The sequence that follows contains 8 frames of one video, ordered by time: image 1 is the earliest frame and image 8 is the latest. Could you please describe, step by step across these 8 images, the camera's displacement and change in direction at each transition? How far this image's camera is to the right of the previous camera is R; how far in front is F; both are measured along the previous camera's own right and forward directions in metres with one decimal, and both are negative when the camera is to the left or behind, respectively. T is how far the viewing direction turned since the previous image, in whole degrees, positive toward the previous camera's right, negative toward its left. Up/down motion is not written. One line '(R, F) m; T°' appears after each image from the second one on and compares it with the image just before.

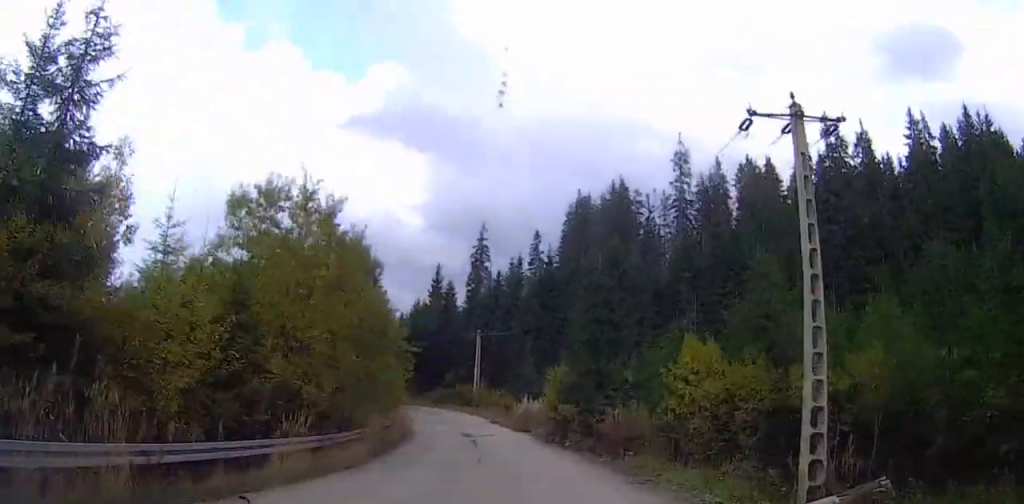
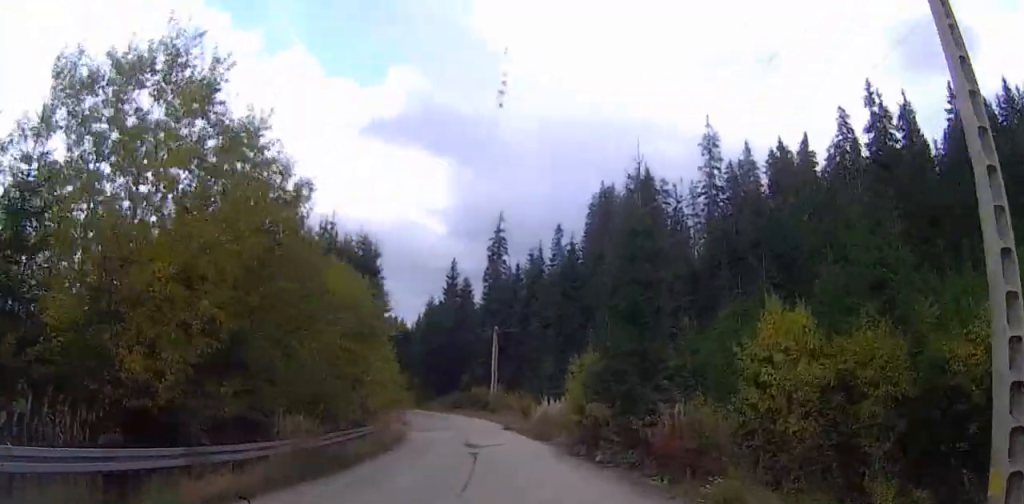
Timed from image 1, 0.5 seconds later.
(-0.3, +8.4) m; -2°
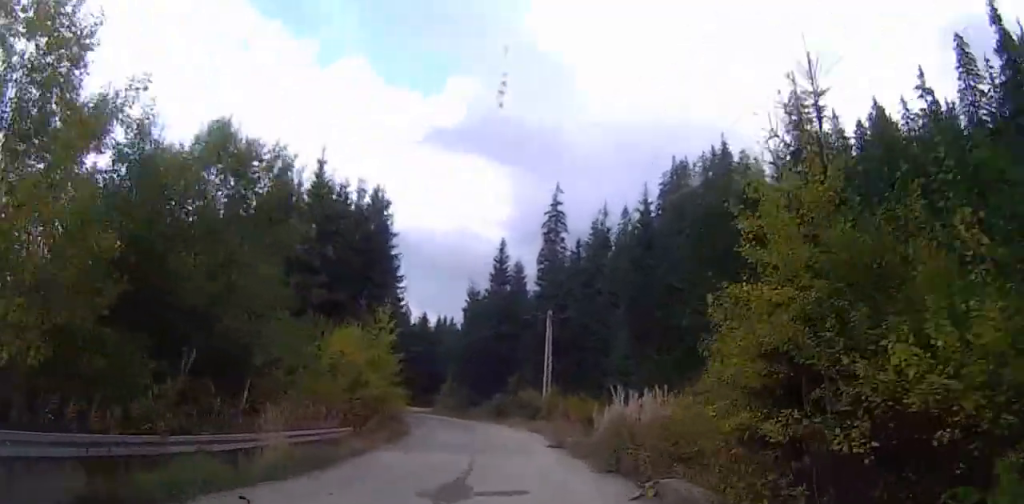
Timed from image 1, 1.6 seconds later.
(-0.2, +18.4) m; -2°
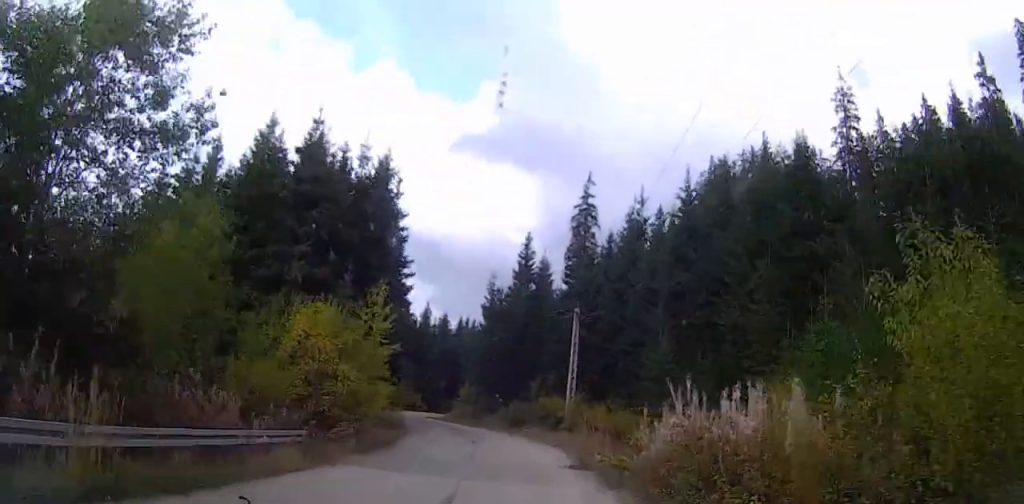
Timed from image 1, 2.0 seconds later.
(+0.1, +7.1) m; -1°
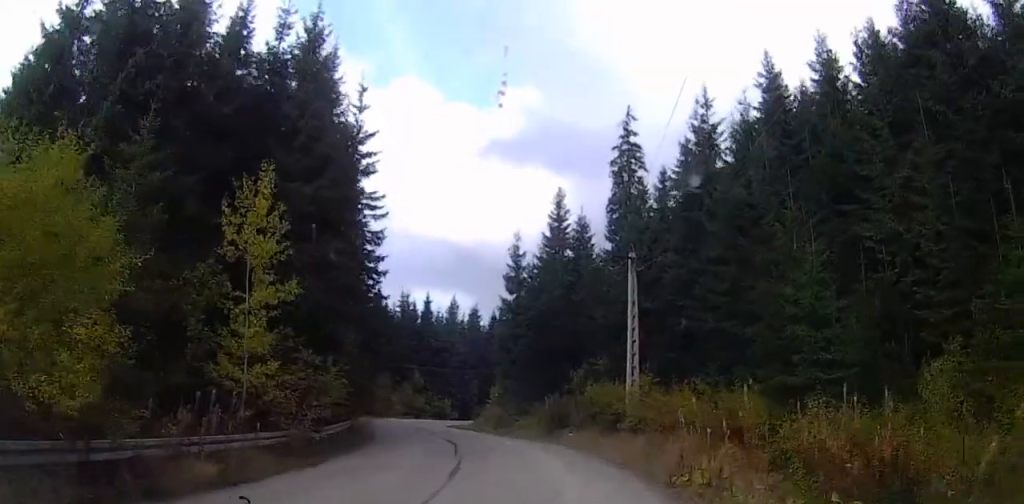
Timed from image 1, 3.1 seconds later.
(-0.6, +17.5) m; -3°
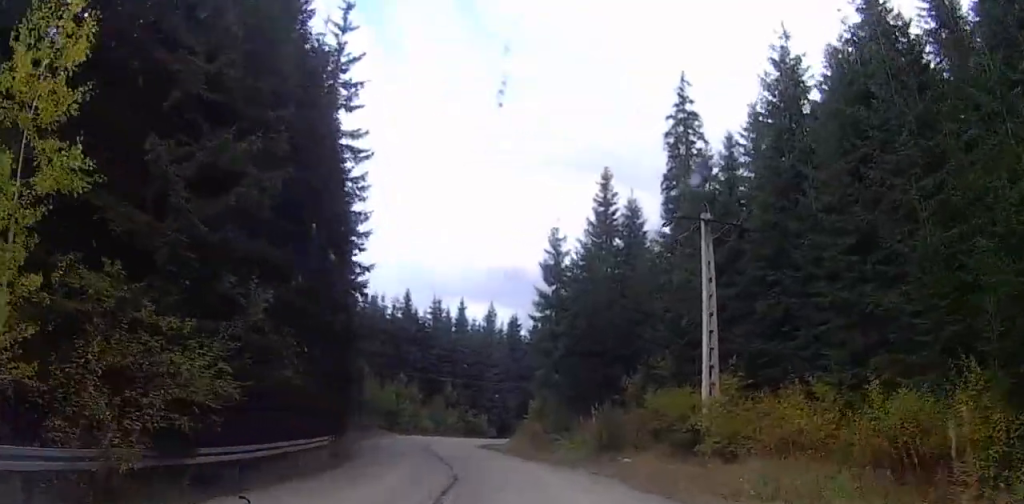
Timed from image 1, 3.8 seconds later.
(-0.1, +9.5) m; -1°
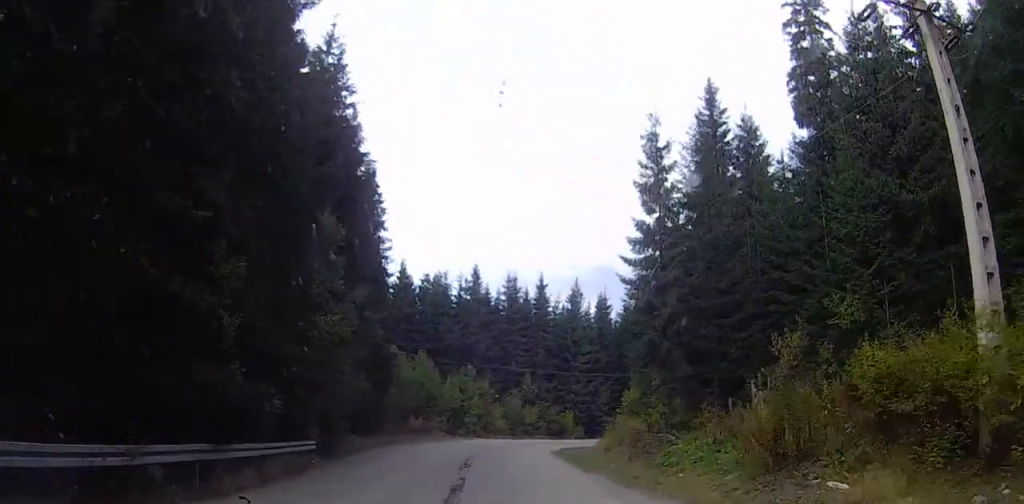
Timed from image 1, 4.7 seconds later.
(0.0, +13.9) m; 0°
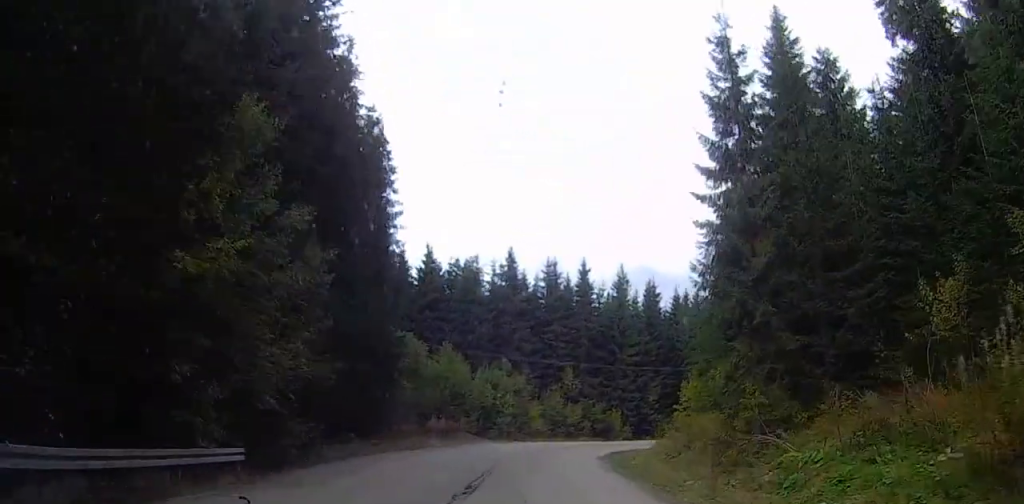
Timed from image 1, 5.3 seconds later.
(0.0, +7.8) m; 0°
